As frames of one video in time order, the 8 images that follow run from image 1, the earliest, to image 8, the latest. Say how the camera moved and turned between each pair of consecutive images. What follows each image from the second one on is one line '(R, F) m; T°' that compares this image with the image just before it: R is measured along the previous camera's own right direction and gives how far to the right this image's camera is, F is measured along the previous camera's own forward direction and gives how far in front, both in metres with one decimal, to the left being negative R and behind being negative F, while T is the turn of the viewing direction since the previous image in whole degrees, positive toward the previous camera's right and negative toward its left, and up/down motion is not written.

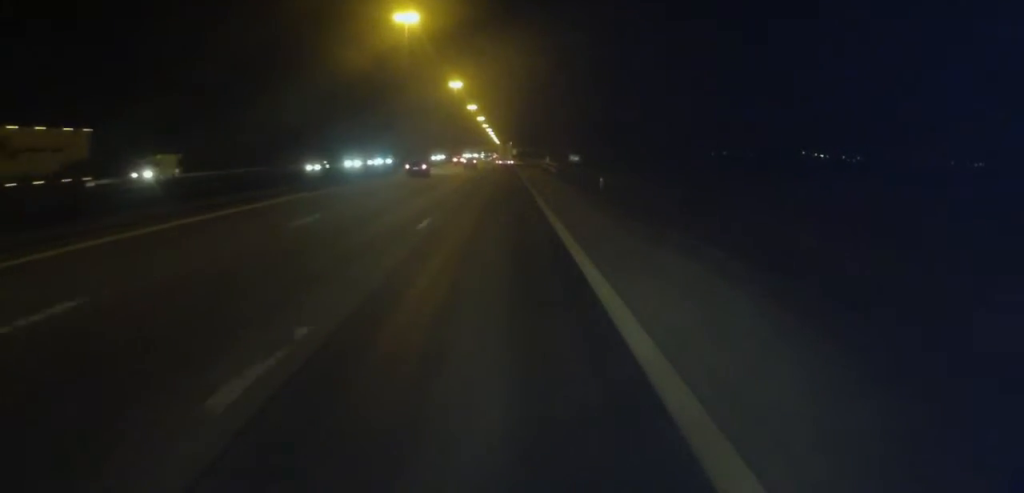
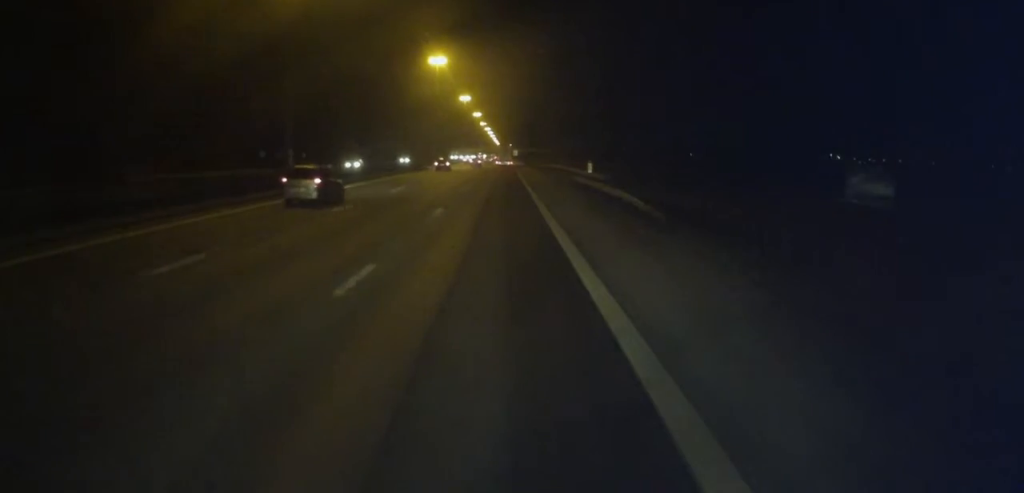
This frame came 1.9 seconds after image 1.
(+1.7, +45.5) m; +2°
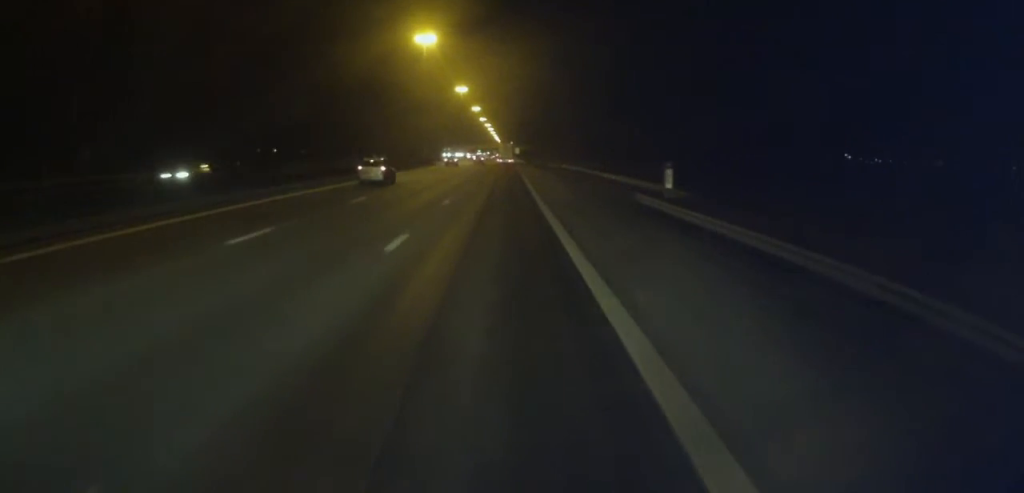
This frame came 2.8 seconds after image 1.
(-0.4, +21.2) m; -1°
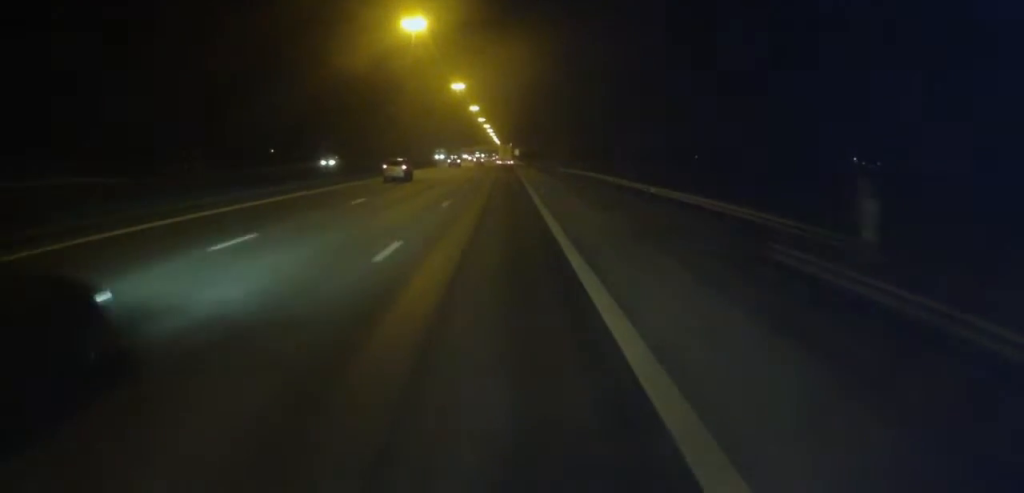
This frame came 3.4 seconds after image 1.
(0.0, +13.3) m; 0°
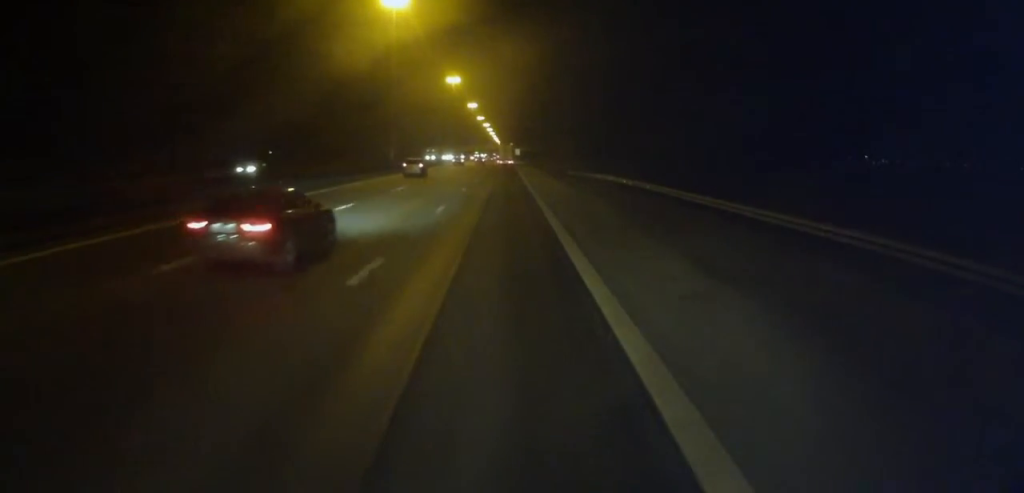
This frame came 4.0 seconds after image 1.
(0.0, +14.9) m; 0°
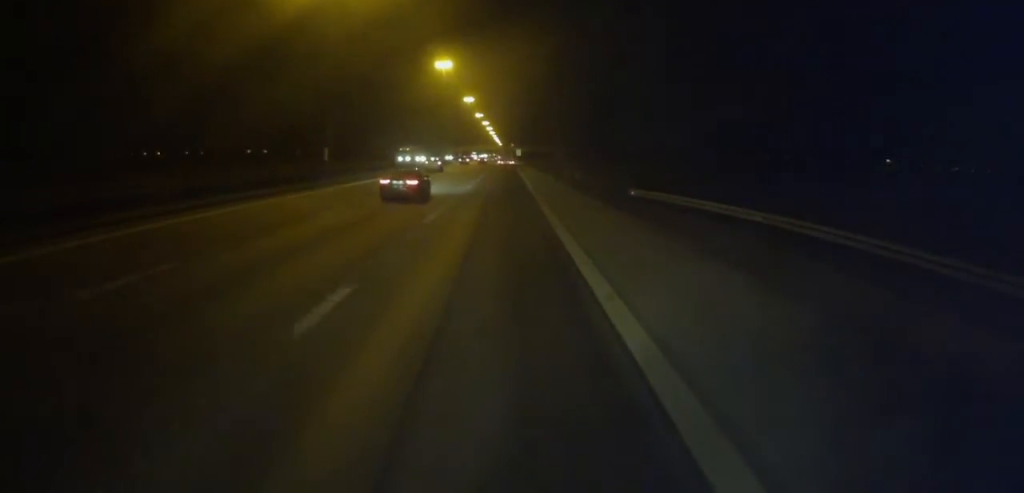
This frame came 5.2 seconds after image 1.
(-0.3, +27.4) m; 0°
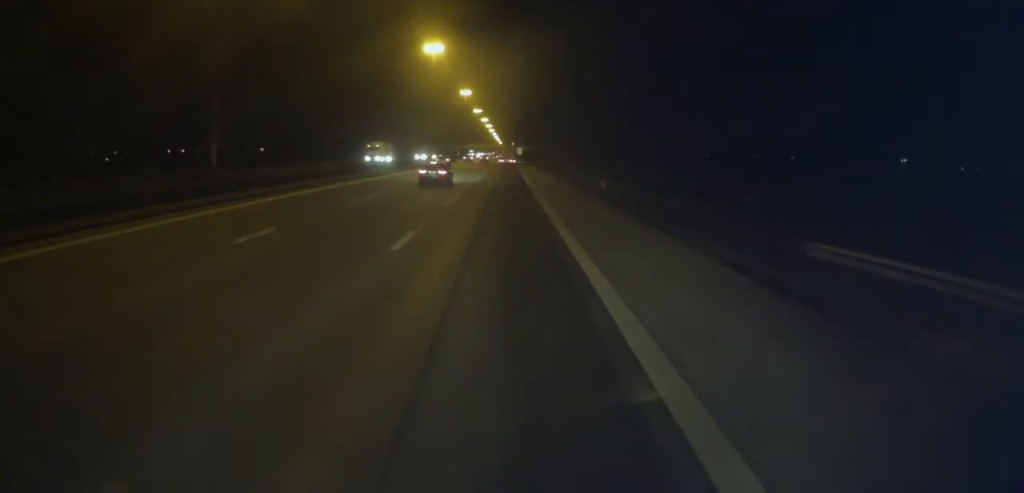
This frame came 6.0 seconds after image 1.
(-0.1, +18.8) m; +1°
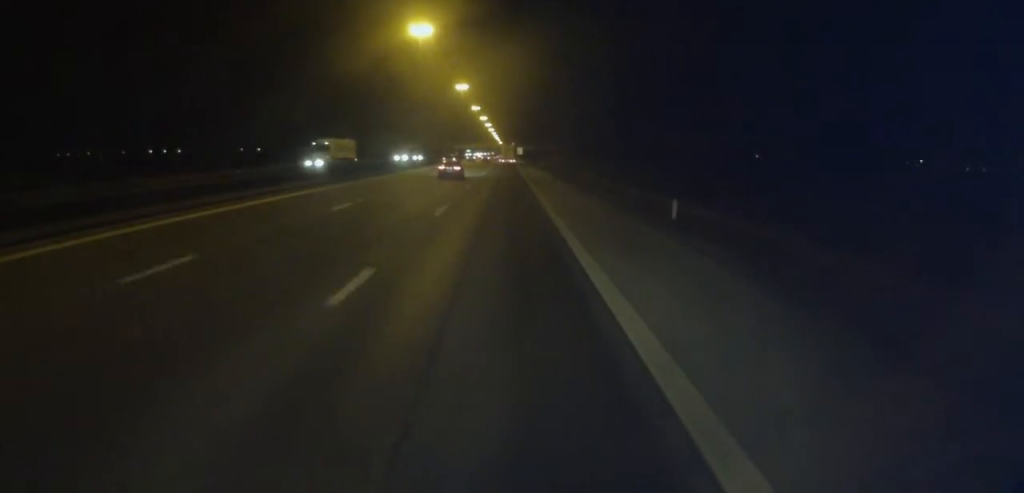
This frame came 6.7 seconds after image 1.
(+0.7, +17.2) m; +1°
